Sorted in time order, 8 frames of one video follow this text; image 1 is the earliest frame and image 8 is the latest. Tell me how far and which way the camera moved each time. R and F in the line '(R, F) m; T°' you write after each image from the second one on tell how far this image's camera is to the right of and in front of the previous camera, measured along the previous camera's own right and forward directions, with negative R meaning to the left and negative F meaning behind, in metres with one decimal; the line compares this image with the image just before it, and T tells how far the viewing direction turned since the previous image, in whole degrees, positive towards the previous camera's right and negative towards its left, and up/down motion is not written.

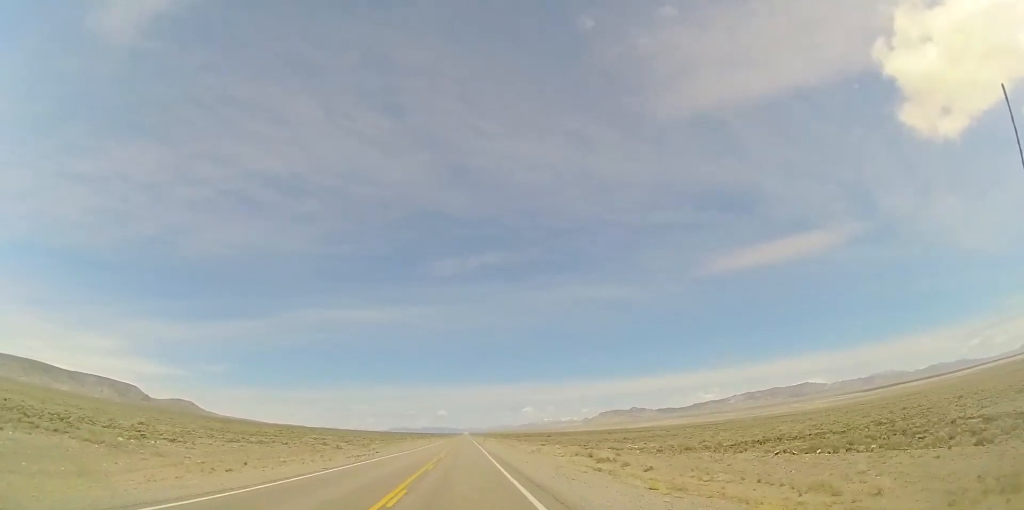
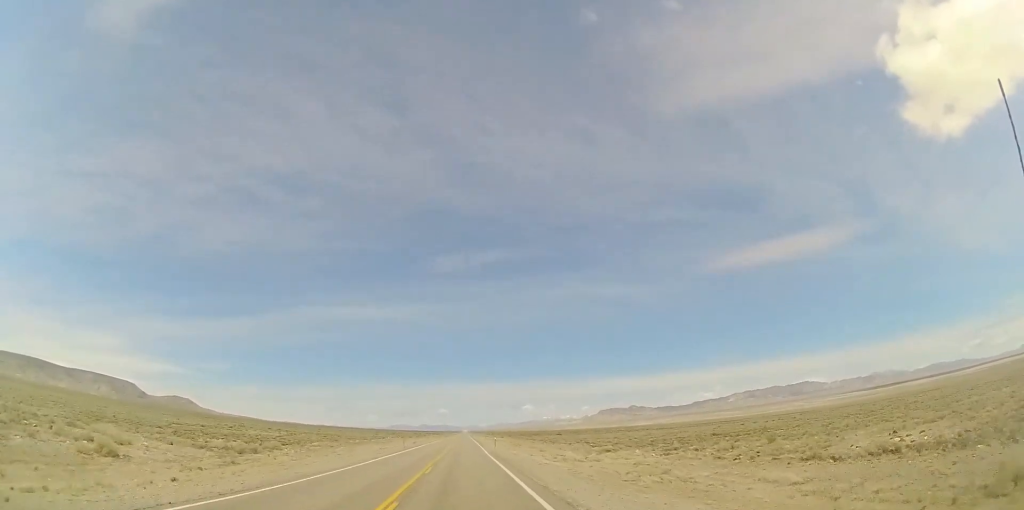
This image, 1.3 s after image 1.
(-0.1, +39.6) m; 0°
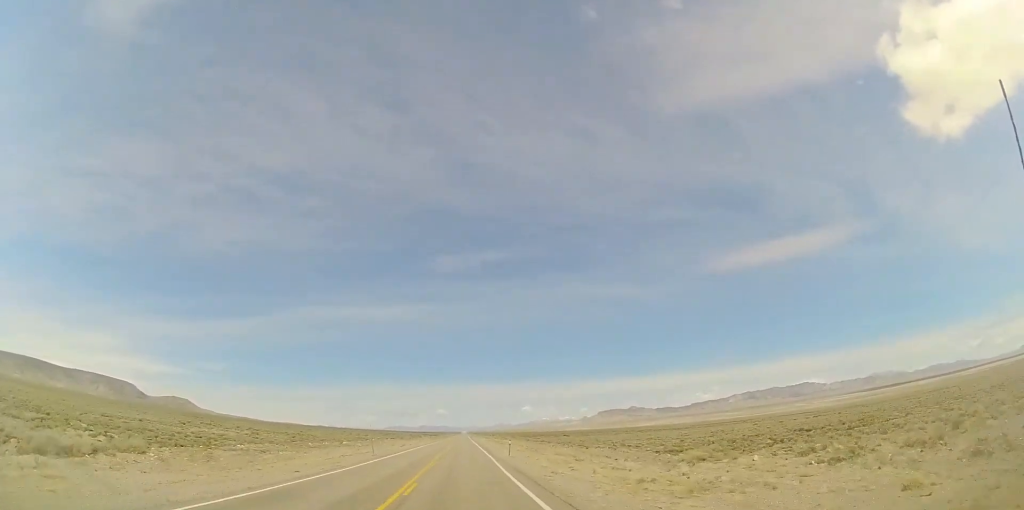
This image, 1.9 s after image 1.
(0.0, +19.3) m; 0°
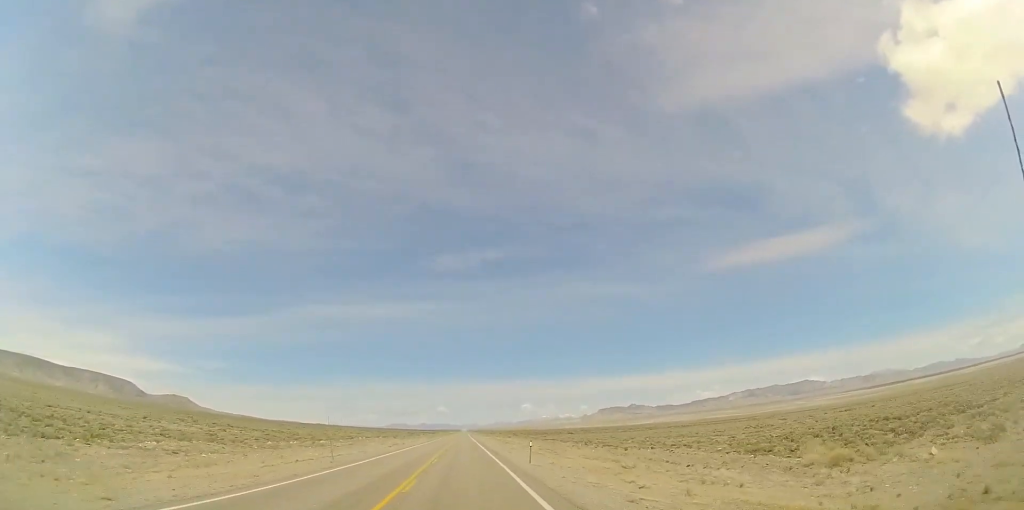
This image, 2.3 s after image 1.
(-0.1, +12.2) m; 0°
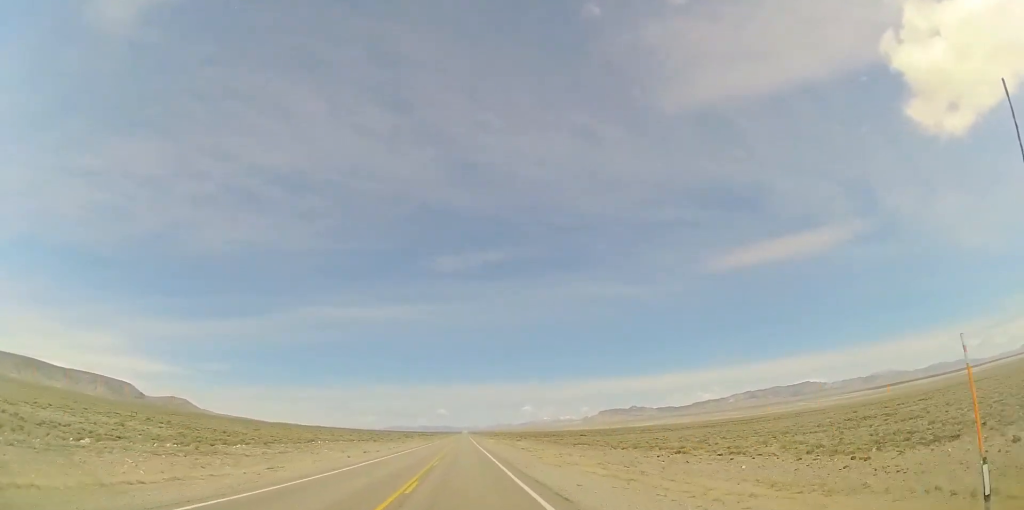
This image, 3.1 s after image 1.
(-0.1, +24.3) m; 0°
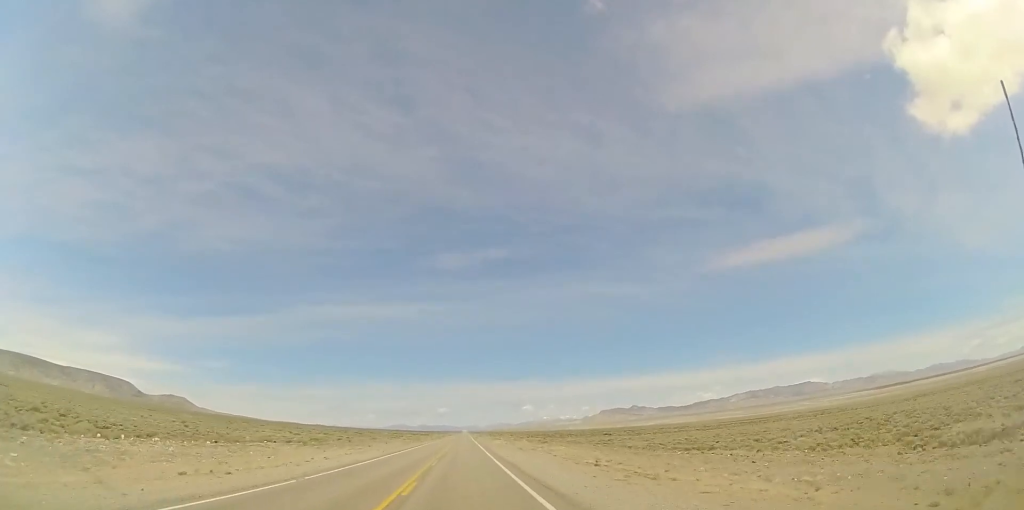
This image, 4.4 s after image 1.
(+0.2, +37.5) m; 0°
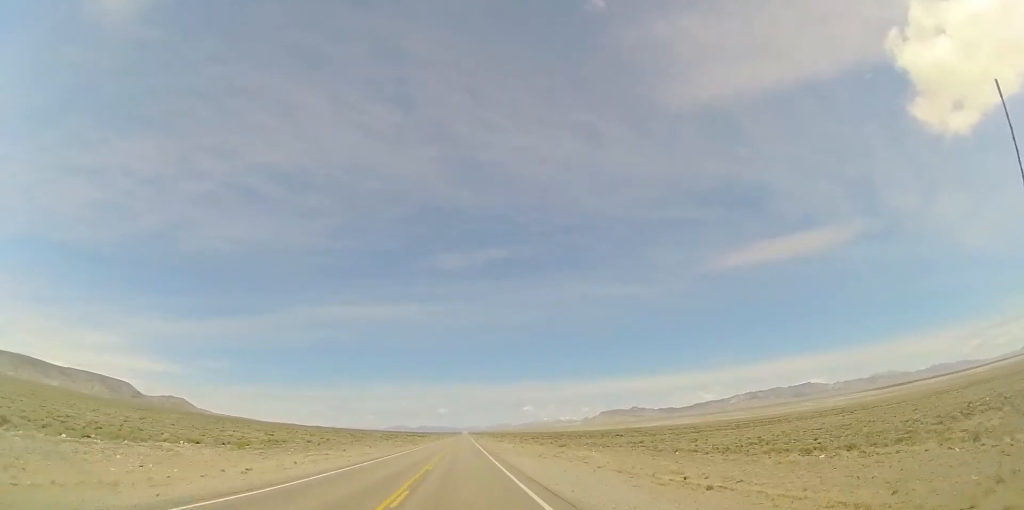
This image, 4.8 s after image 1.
(+0.1, +14.1) m; 0°
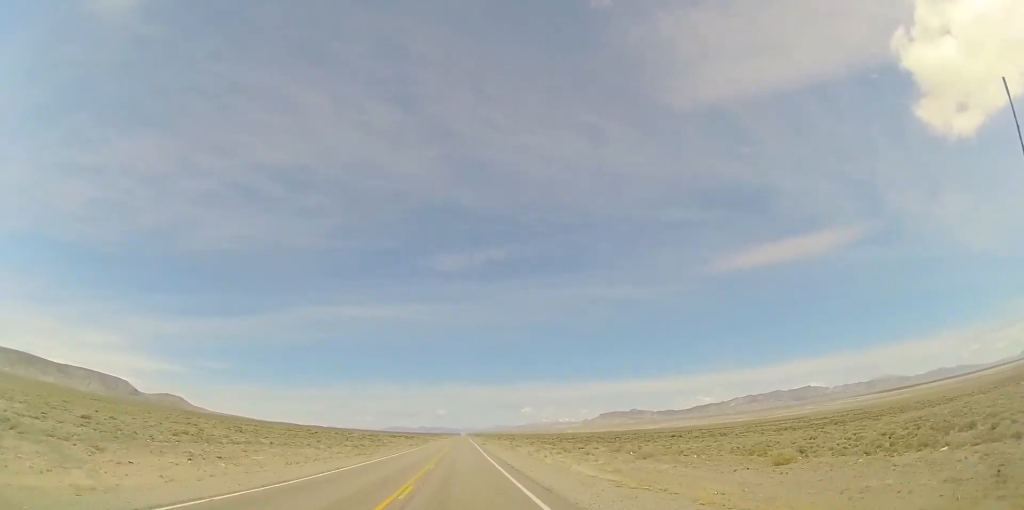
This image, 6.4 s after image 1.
(-0.4, +47.2) m; 0°
